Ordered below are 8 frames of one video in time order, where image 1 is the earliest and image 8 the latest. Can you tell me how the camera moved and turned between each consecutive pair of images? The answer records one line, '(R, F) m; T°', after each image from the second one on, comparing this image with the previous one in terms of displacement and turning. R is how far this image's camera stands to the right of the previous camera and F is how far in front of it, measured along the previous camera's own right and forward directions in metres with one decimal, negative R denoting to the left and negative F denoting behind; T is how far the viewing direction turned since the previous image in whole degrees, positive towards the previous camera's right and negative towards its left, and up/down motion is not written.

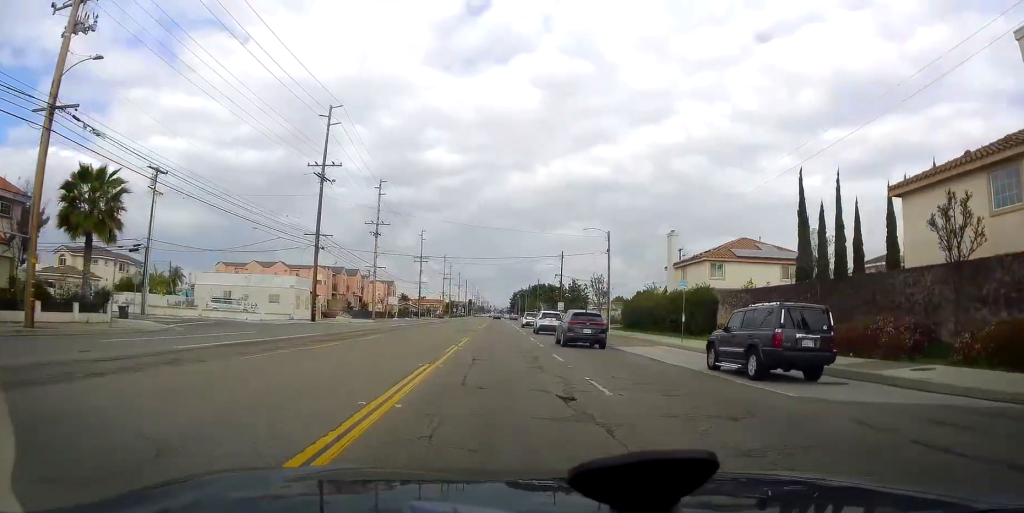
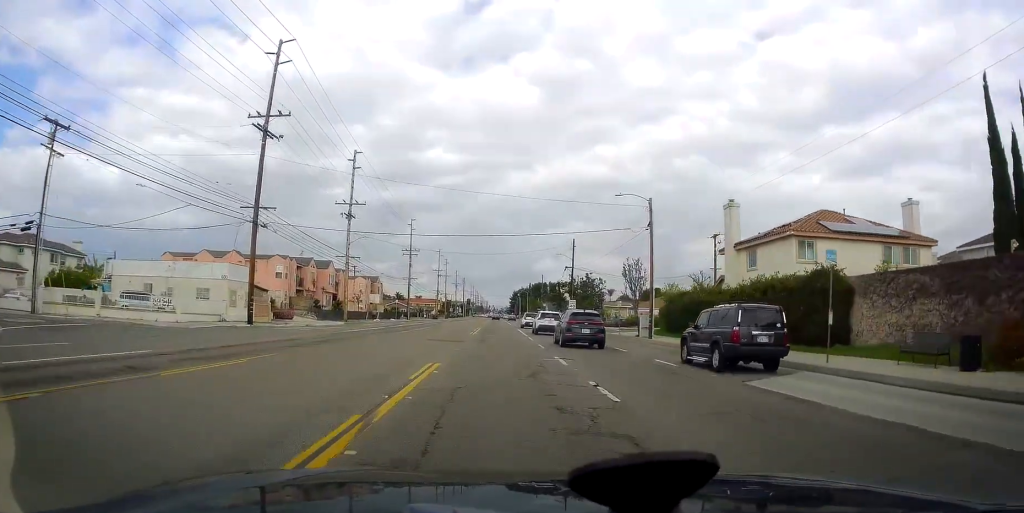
(0.0, +15.6) m; 0°
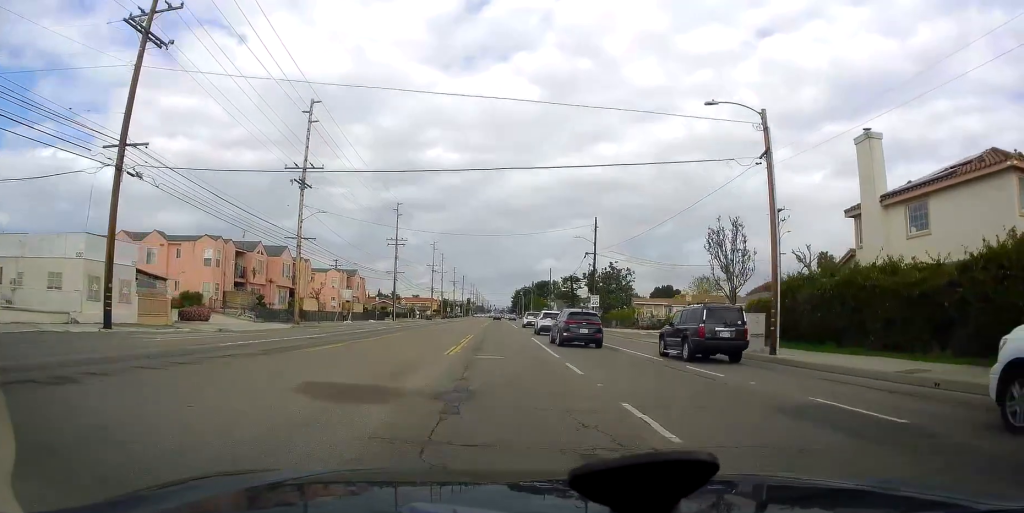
(0.0, +17.8) m; 0°
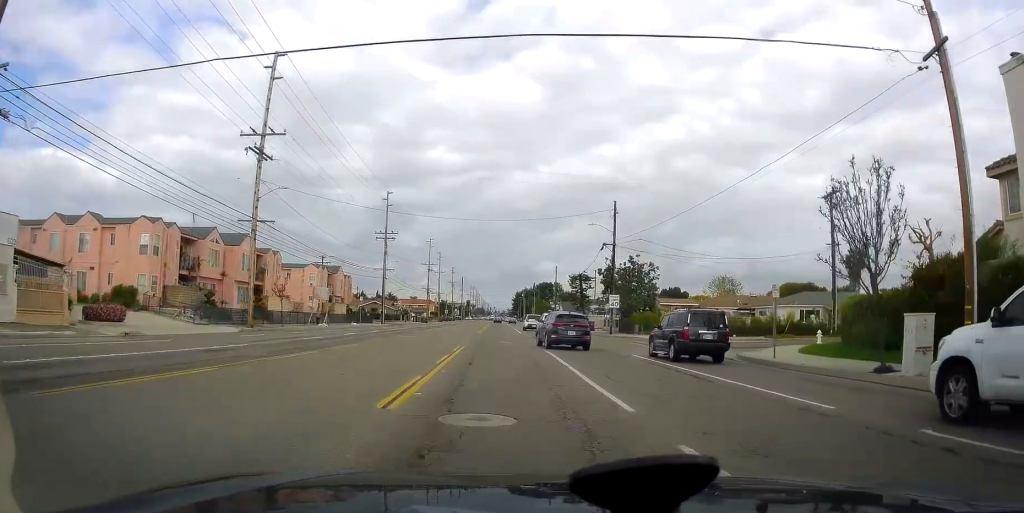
(0.0, +10.2) m; 0°
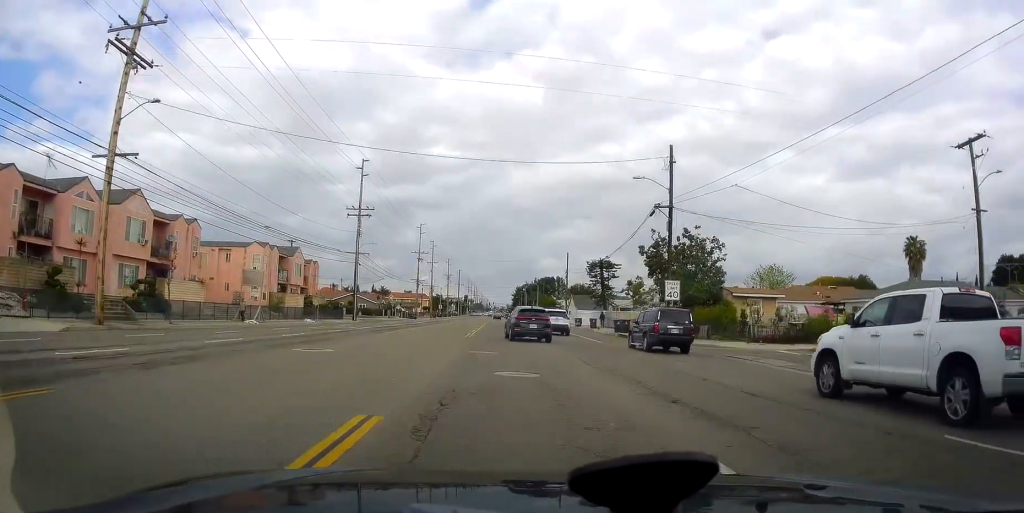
(0.0, +18.2) m; -1°
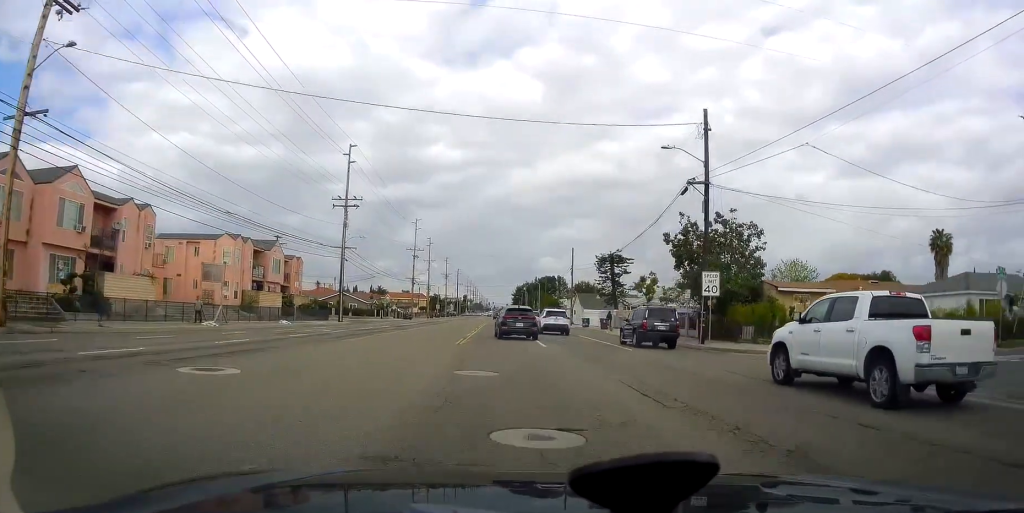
(+0.1, +6.9) m; -2°
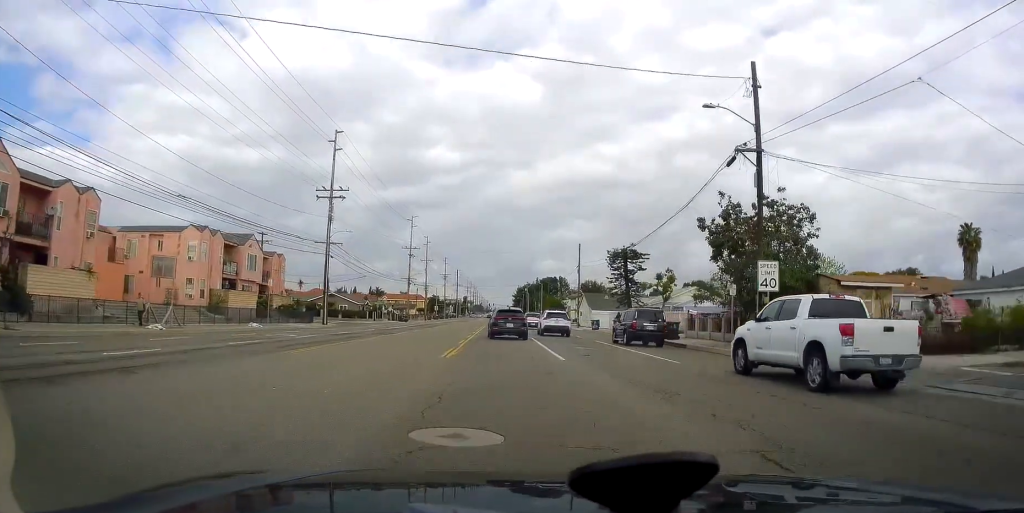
(-0.1, +6.8) m; -1°
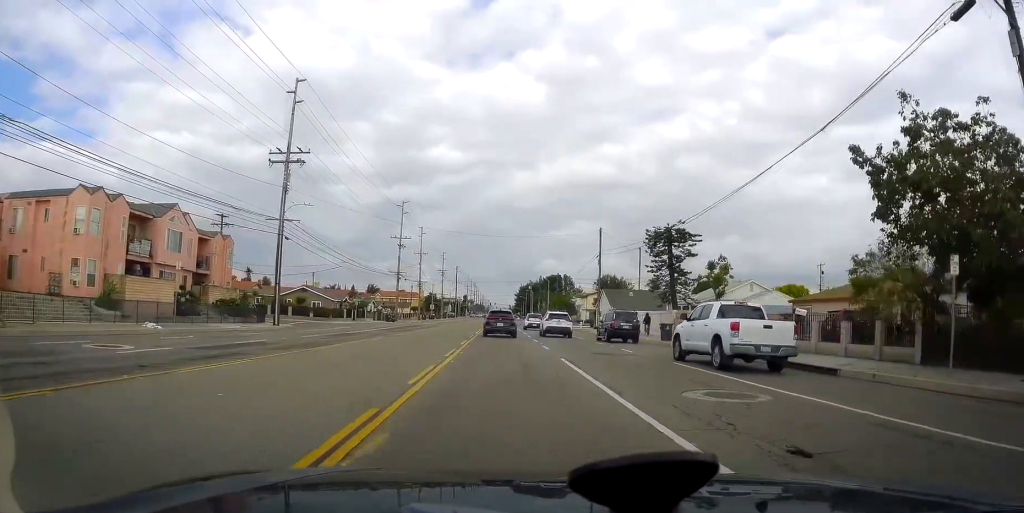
(-0.4, +15.2) m; +1°
